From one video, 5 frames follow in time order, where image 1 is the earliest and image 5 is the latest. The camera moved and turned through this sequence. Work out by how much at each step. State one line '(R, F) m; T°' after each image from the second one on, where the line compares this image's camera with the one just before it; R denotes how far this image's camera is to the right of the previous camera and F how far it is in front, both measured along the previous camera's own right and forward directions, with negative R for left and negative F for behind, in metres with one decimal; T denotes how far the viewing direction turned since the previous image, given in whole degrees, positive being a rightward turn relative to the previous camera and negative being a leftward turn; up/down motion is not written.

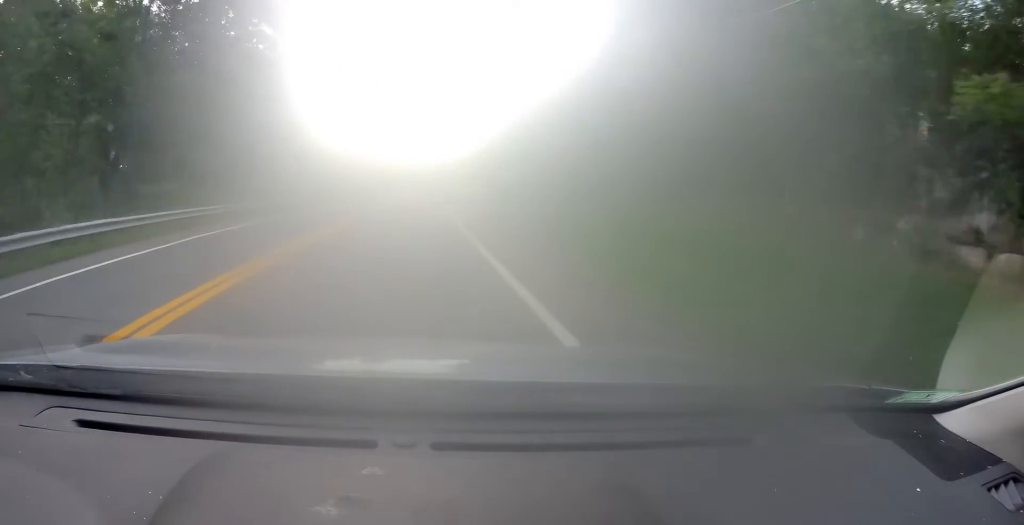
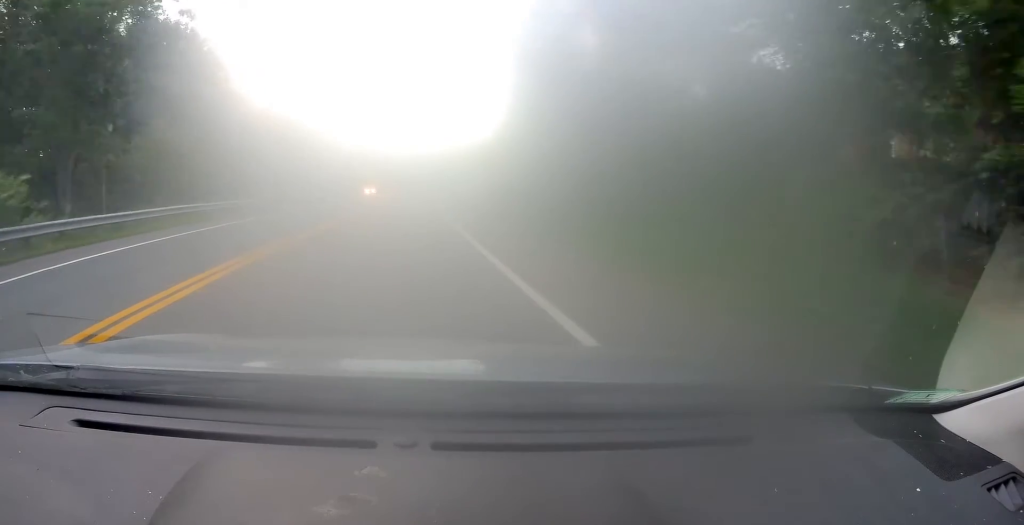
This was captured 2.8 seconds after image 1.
(+2.3, +60.1) m; +3°
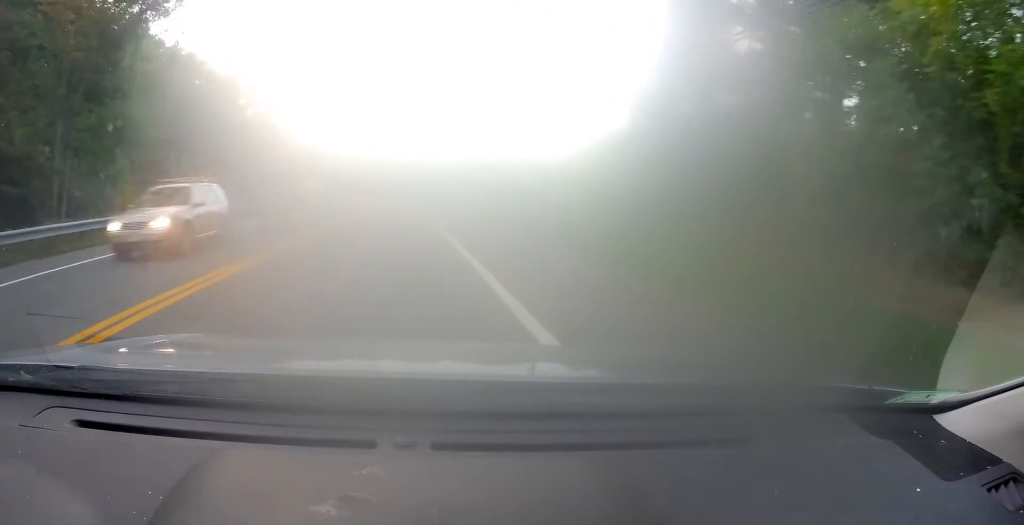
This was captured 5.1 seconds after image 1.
(+0.5, +52.4) m; +1°
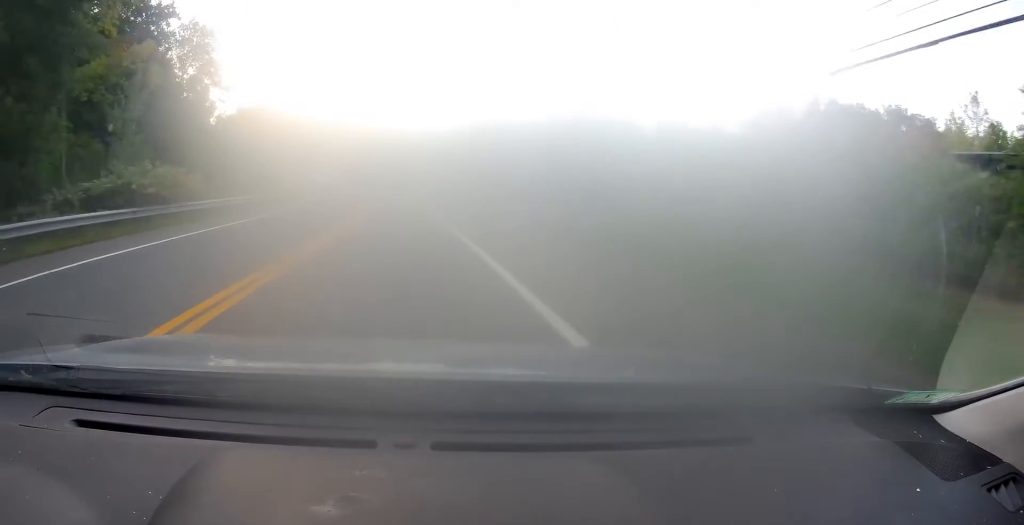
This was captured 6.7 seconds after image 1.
(-0.8, +36.3) m; -5°
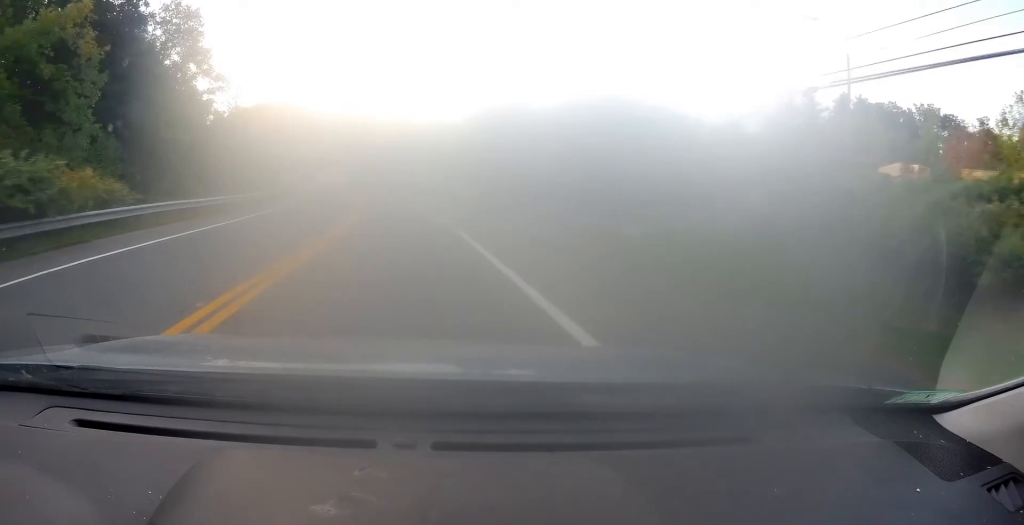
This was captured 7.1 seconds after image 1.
(-0.2, +9.8) m; -1°
